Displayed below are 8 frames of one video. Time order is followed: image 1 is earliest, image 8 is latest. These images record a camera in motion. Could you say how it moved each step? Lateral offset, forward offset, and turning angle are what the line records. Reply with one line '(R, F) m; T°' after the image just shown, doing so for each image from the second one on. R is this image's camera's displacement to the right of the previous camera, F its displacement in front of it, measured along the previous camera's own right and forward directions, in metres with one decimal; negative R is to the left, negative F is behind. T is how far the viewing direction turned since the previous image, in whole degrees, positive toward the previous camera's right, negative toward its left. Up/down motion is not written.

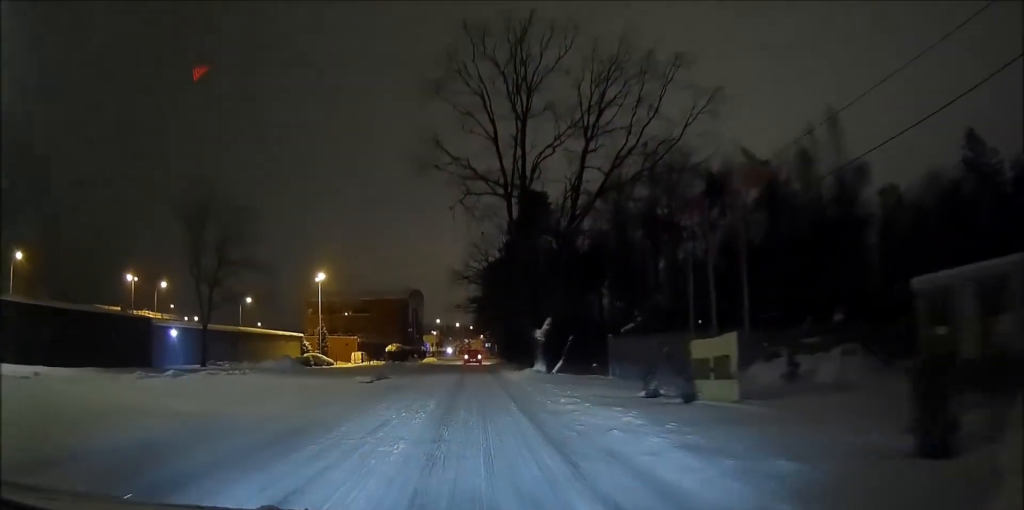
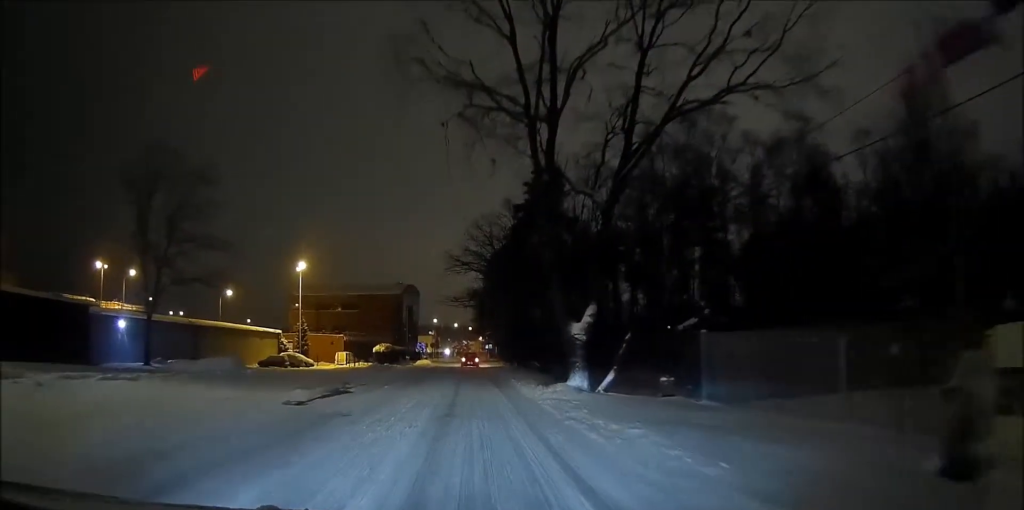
(-0.3, +9.9) m; -2°
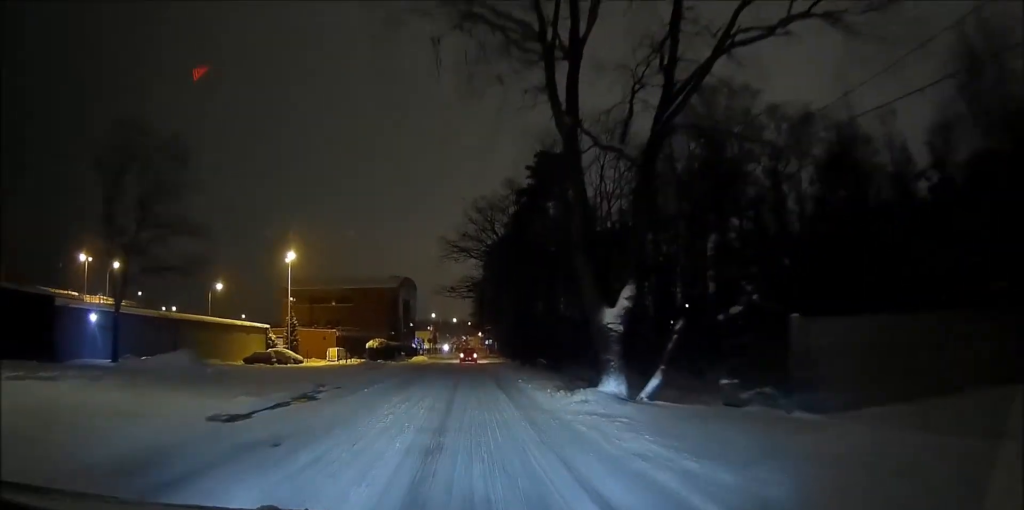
(0.0, +4.4) m; 0°
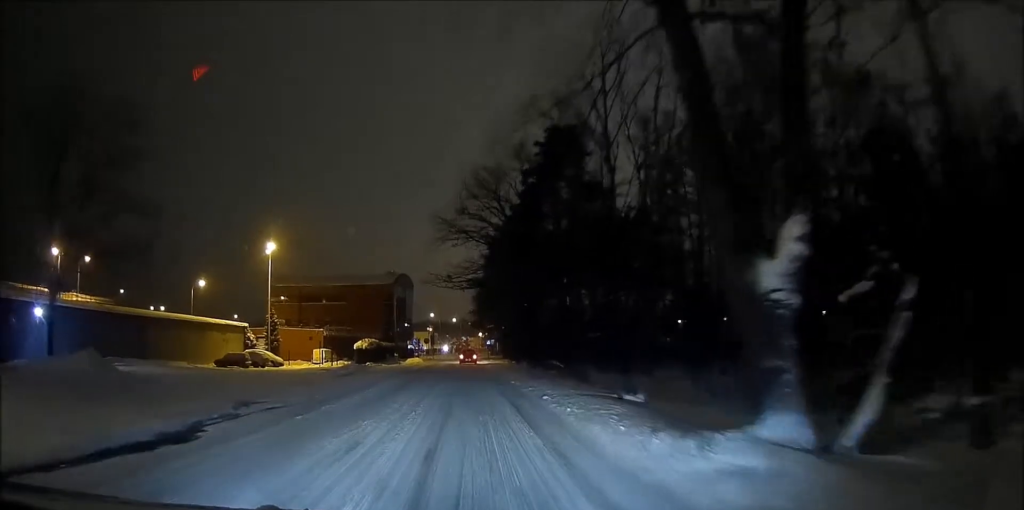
(+0.1, +7.3) m; 0°
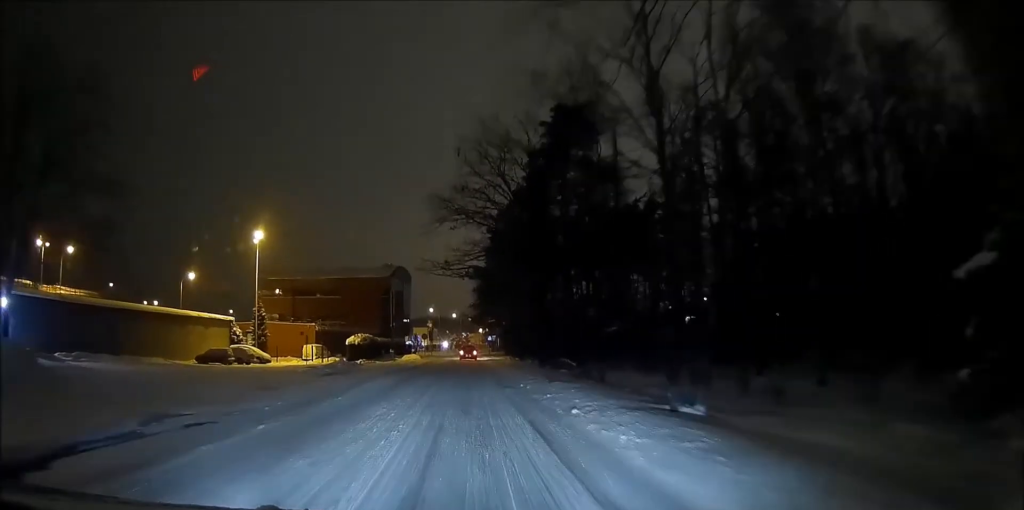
(0.0, +4.3) m; 0°
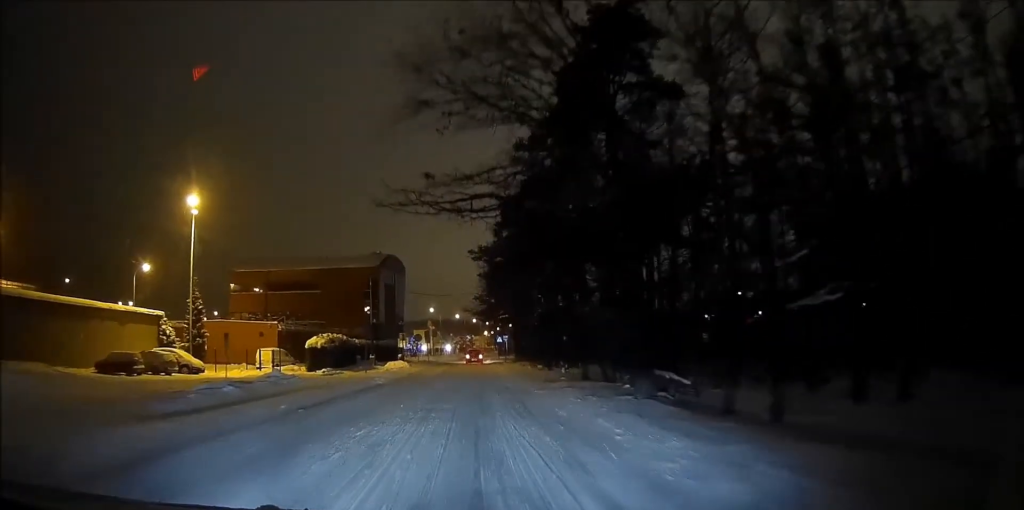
(-0.1, +17.2) m; -1°
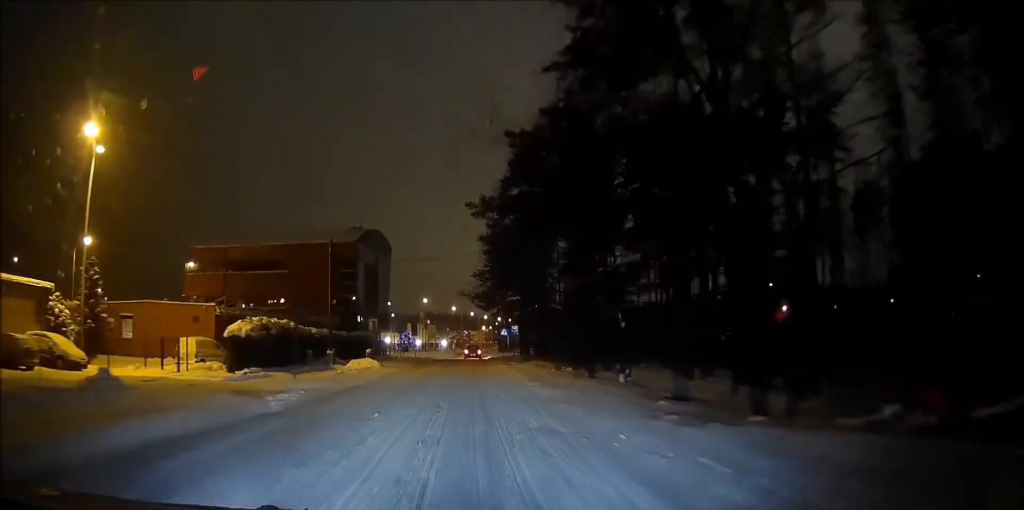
(-0.2, +15.5) m; +1°
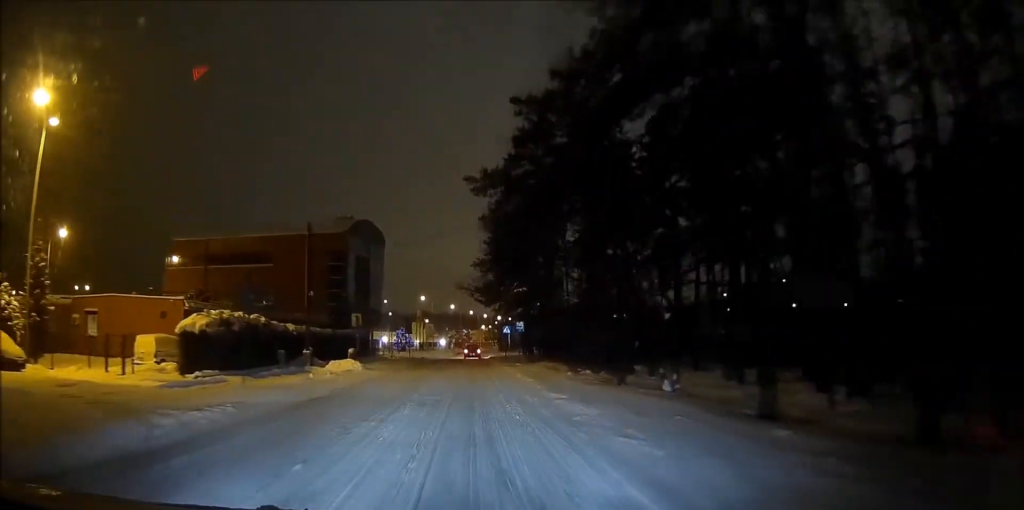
(+0.2, +5.5) m; +1°
